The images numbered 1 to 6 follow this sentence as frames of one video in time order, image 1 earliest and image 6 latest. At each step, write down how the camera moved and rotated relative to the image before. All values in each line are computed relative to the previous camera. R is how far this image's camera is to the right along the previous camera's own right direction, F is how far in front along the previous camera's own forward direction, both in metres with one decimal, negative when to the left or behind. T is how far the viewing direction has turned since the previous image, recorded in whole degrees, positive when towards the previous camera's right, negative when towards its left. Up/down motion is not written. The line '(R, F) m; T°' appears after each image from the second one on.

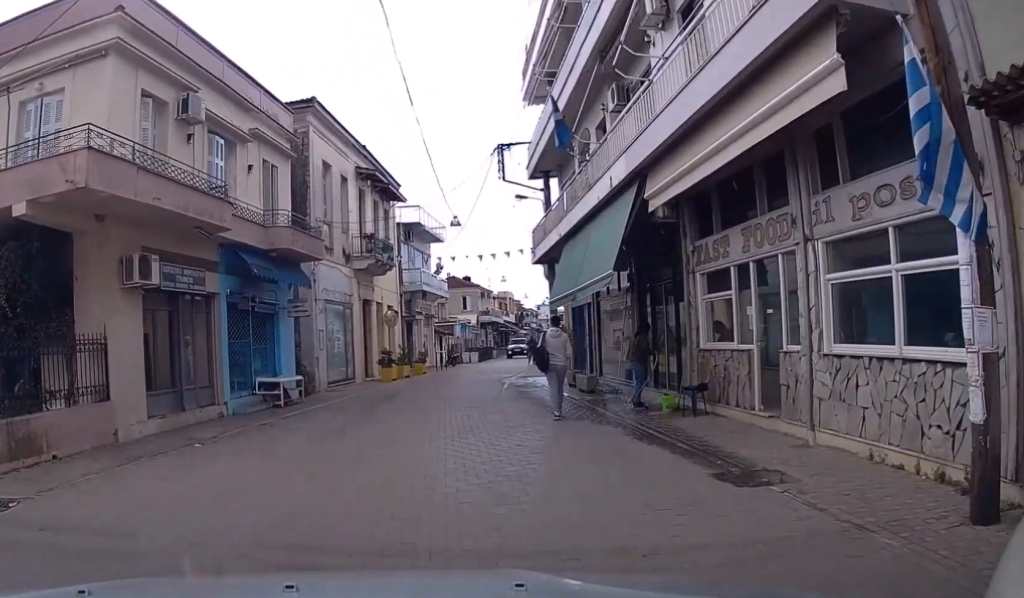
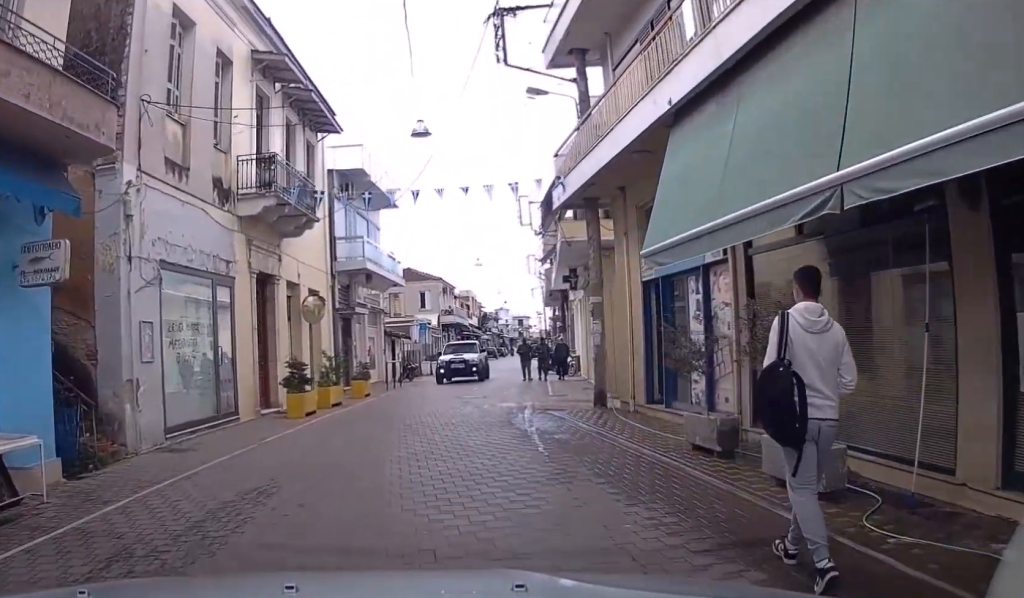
(+0.3, +13.1) m; +3°
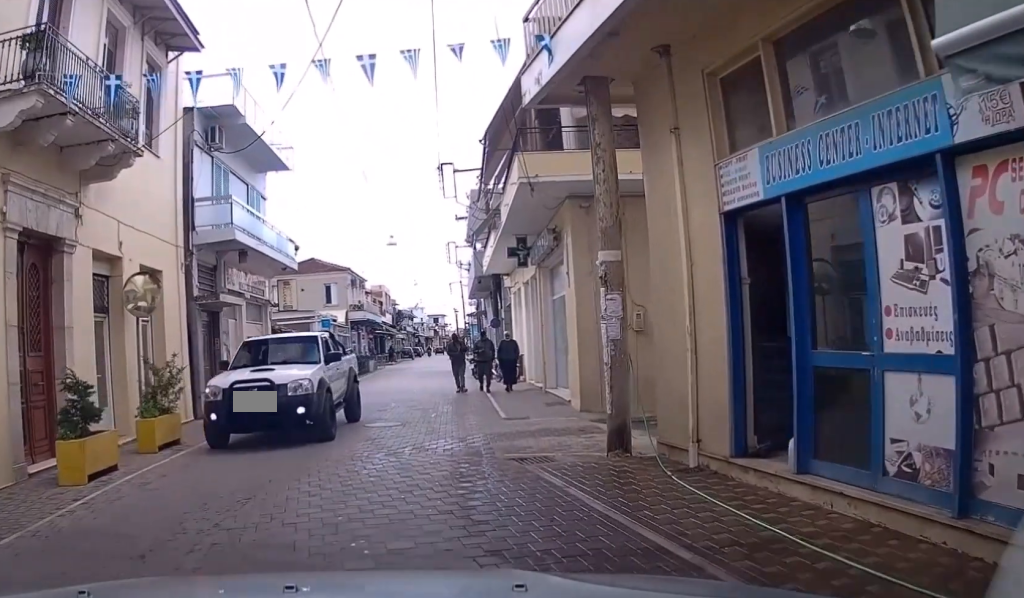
(+0.2, +8.2) m; +2°
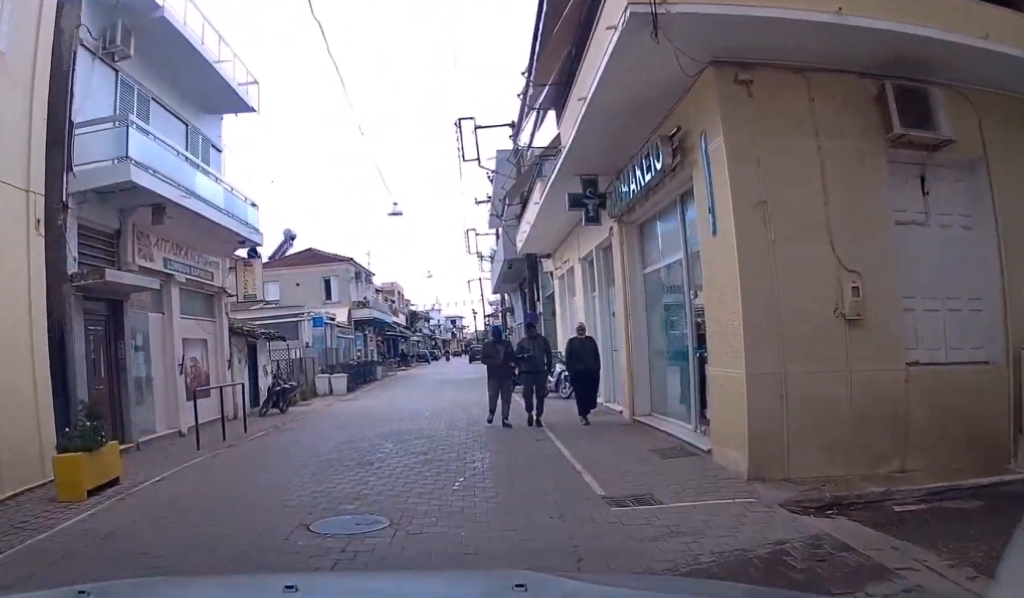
(0.0, +7.5) m; +2°
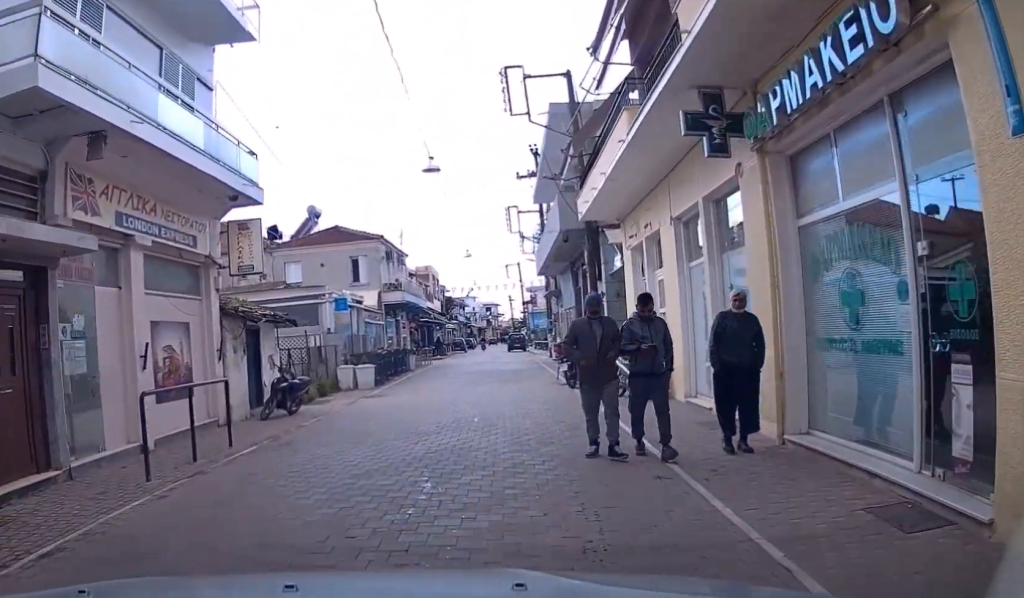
(+0.2, +3.9) m; +1°
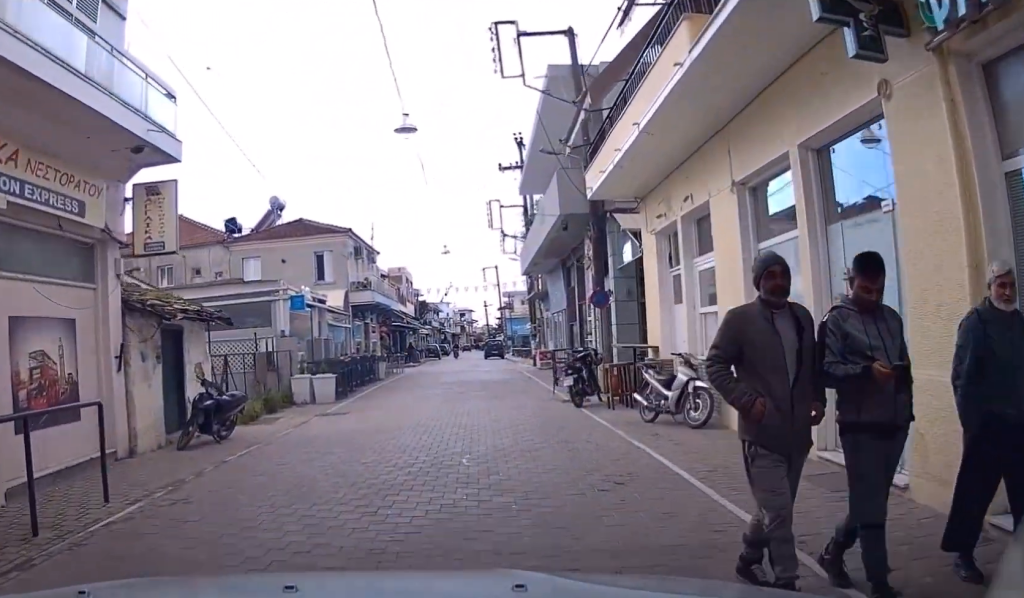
(-0.2, +3.5) m; 0°
